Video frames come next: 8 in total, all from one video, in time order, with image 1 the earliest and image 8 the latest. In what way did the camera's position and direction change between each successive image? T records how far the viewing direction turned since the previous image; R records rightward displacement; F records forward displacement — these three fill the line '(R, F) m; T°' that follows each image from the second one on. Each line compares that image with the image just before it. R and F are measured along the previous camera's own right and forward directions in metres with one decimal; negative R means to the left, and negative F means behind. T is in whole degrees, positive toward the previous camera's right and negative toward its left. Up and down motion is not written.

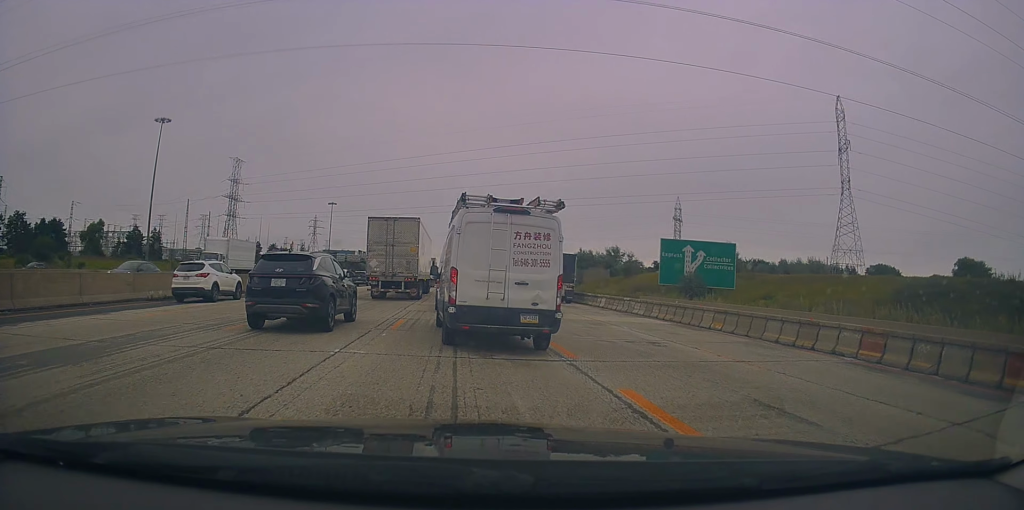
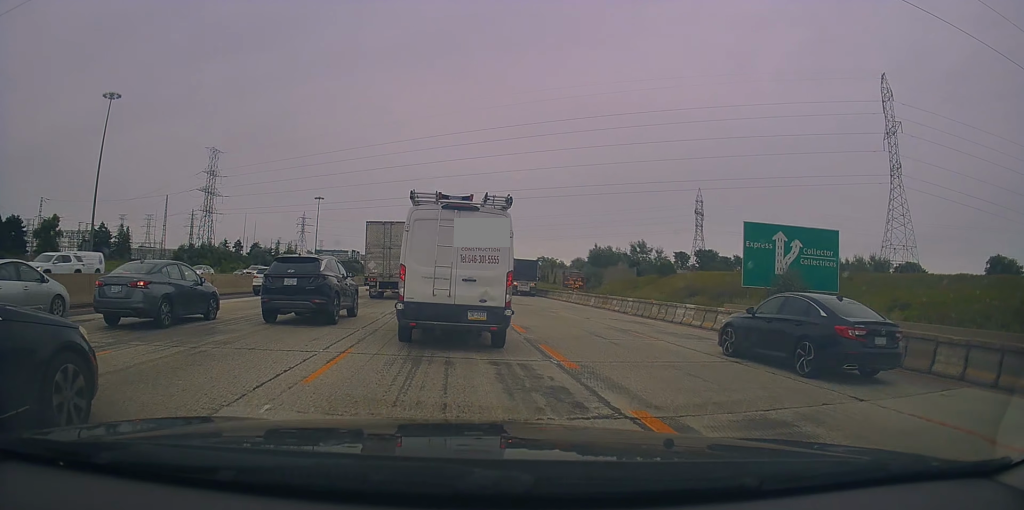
(+1.0, +19.1) m; 0°
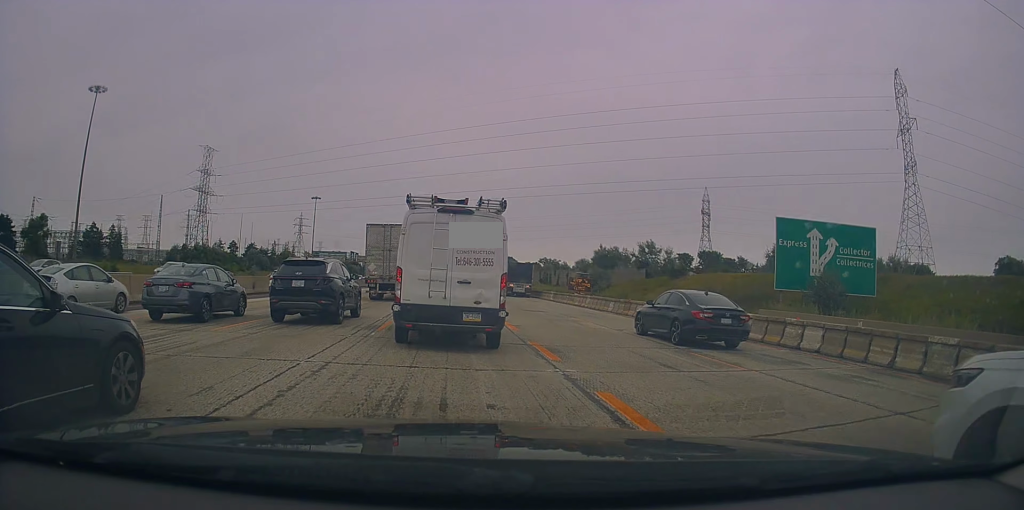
(0.0, +4.9) m; 0°
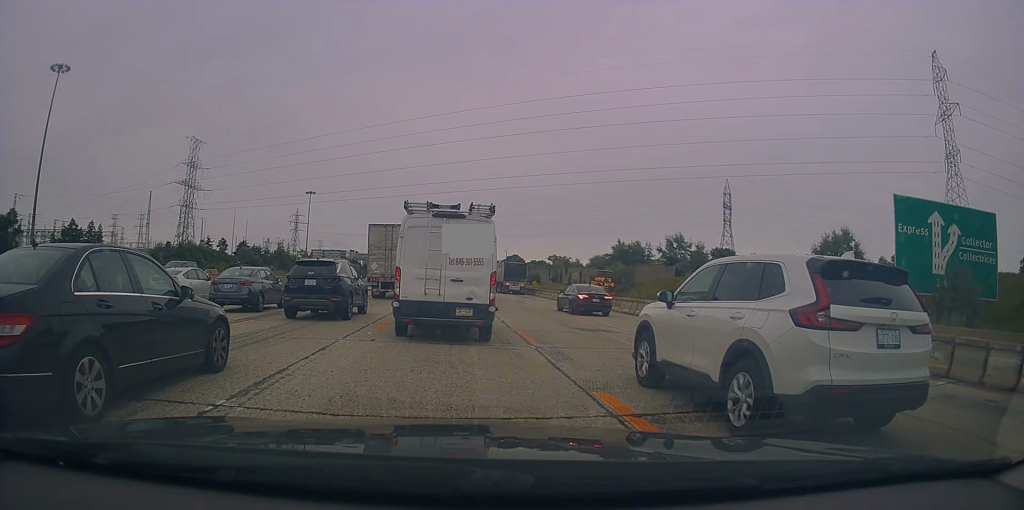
(+0.3, +12.1) m; +3°
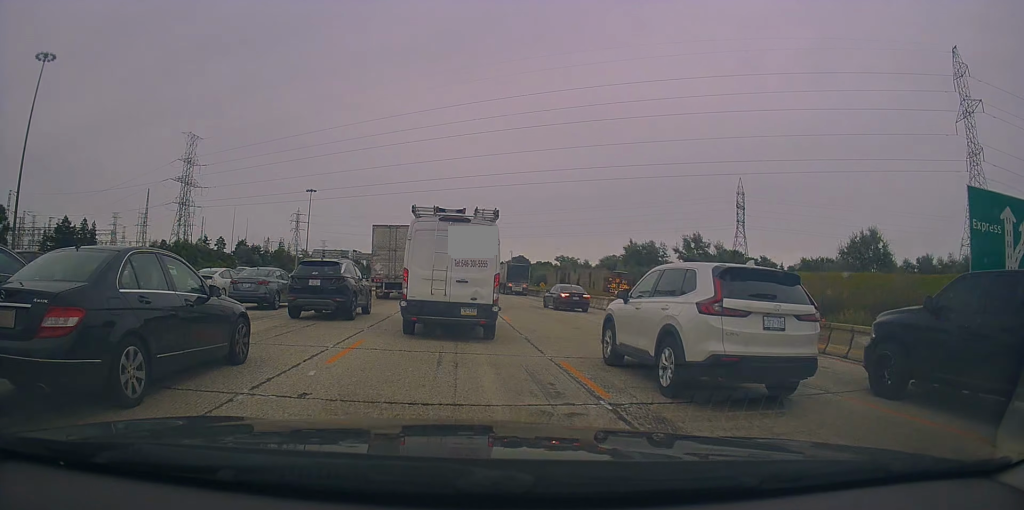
(+0.1, +5.1) m; -1°
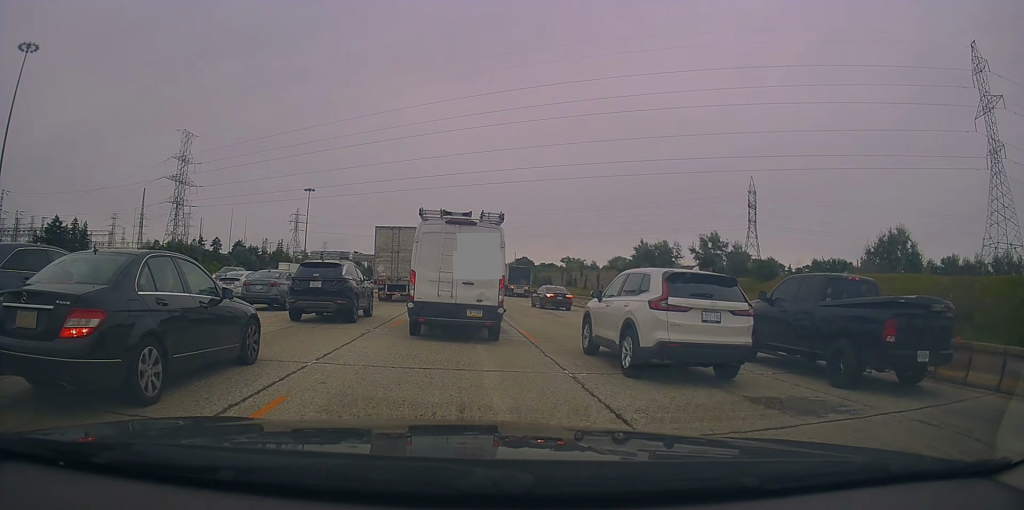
(-0.2, +5.1) m; -4°
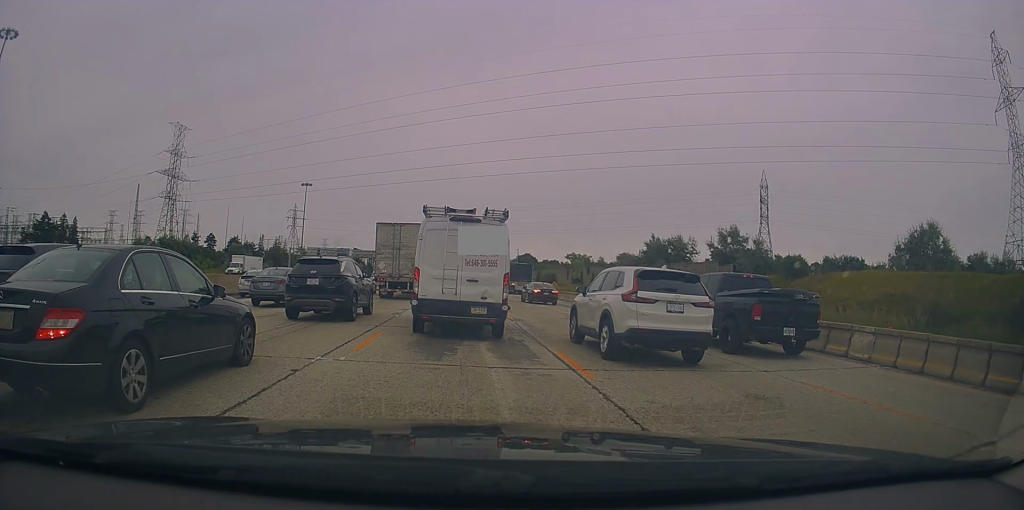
(-0.2, +5.3) m; -1°
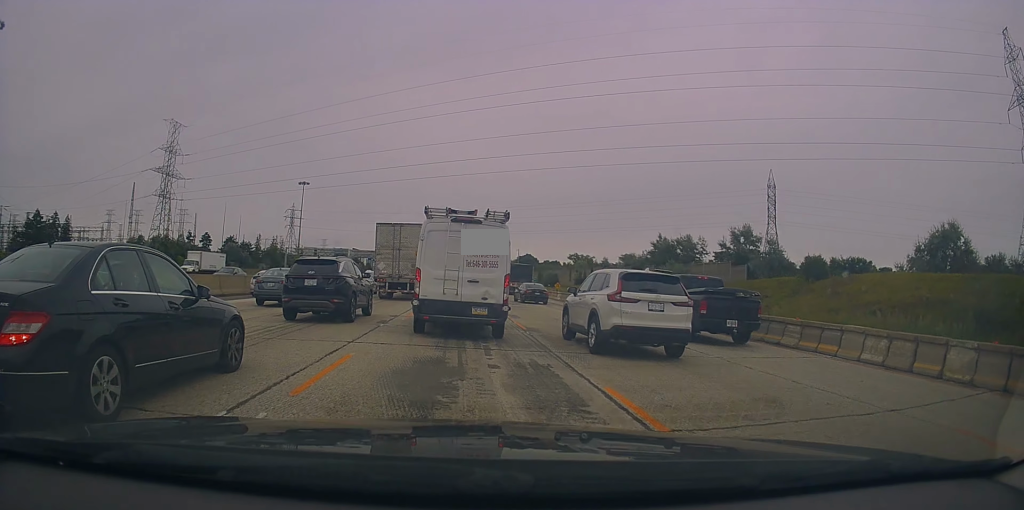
(-0.1, +3.5) m; 0°
